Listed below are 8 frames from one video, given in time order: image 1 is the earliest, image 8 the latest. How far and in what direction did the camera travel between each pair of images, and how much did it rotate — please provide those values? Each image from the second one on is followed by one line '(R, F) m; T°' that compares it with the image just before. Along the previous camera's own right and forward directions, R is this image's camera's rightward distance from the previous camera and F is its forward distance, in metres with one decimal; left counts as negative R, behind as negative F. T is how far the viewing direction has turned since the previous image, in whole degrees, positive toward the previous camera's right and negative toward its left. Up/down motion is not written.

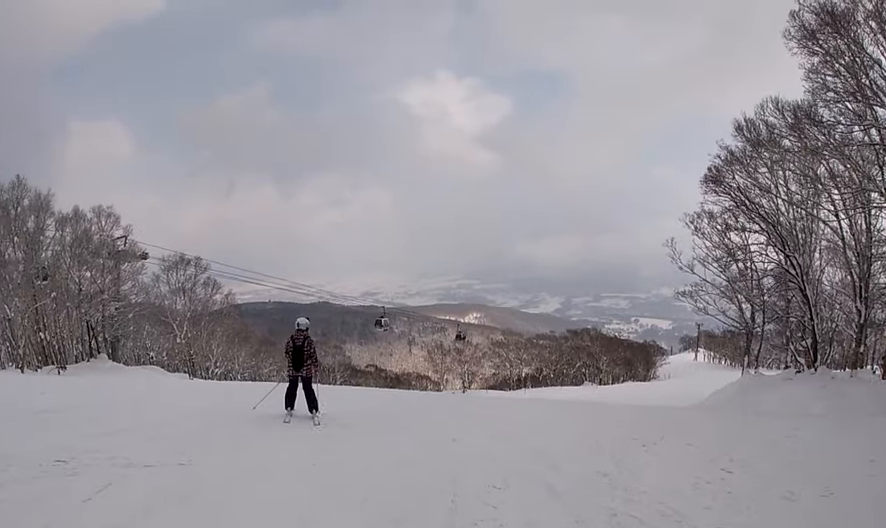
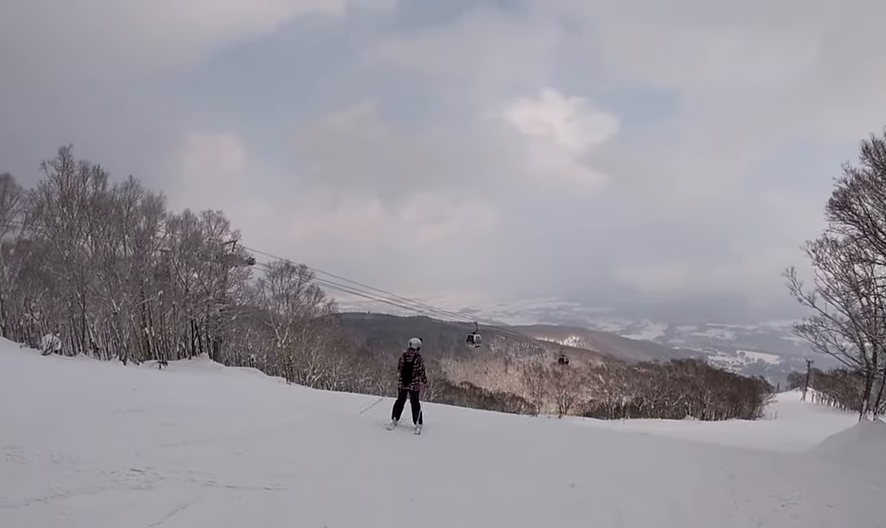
(+0.1, +0.7) m; -12°
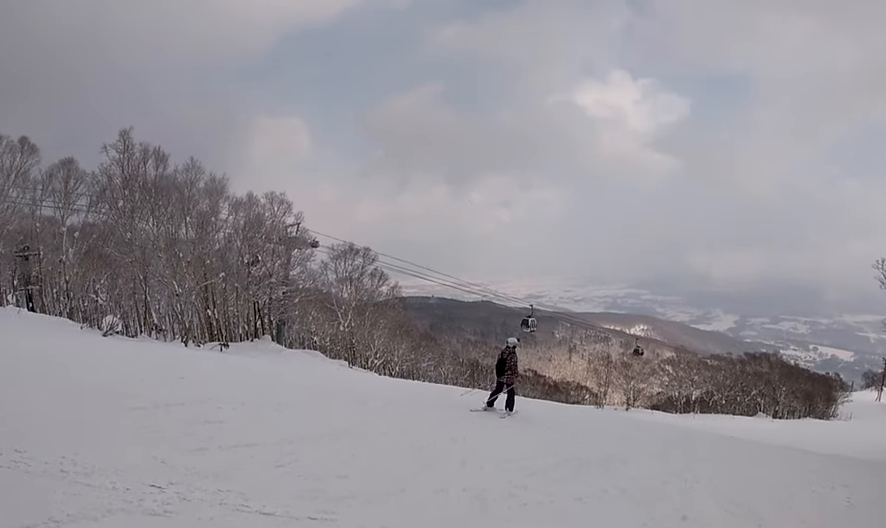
(-0.4, +1.4) m; -2°
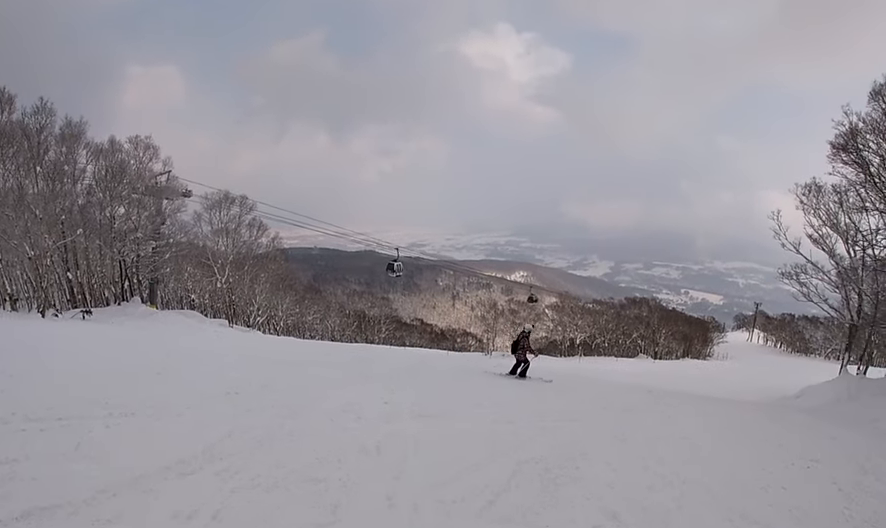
(+0.3, +2.1) m; +12°
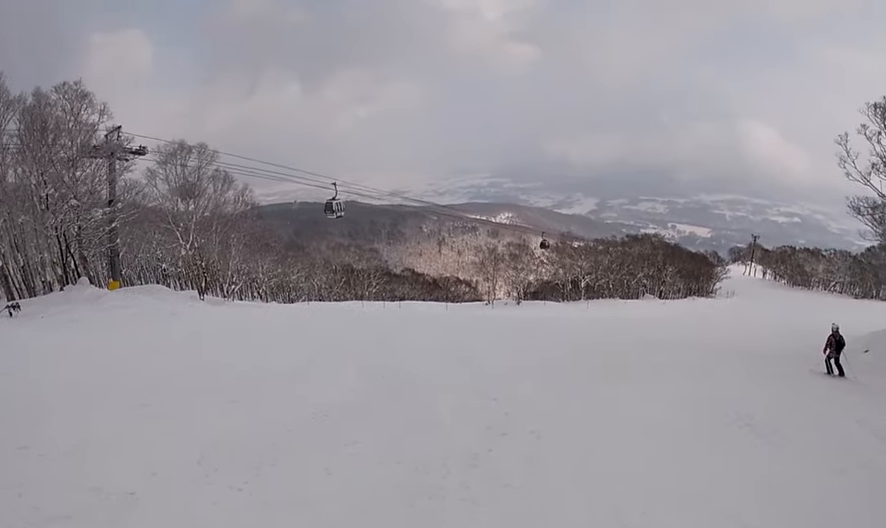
(-0.7, +5.4) m; +9°
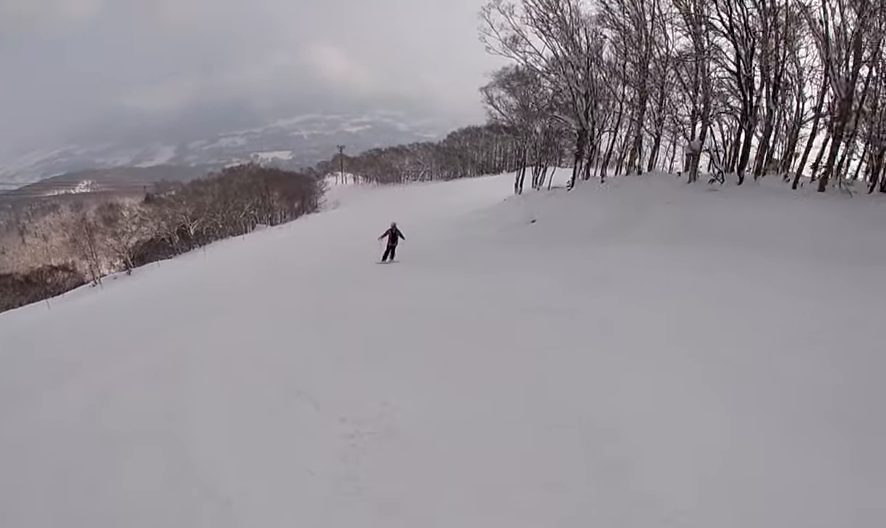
(+2.1, +6.3) m; +37°
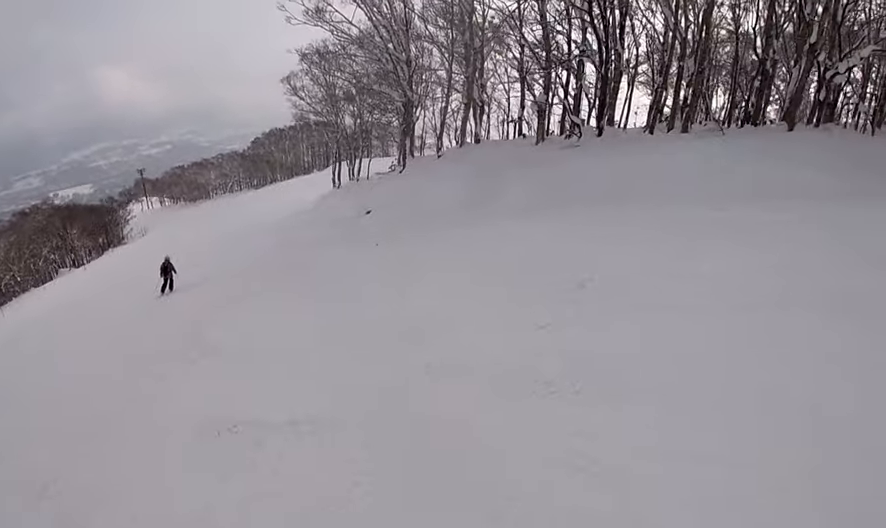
(+1.0, +3.4) m; +15°
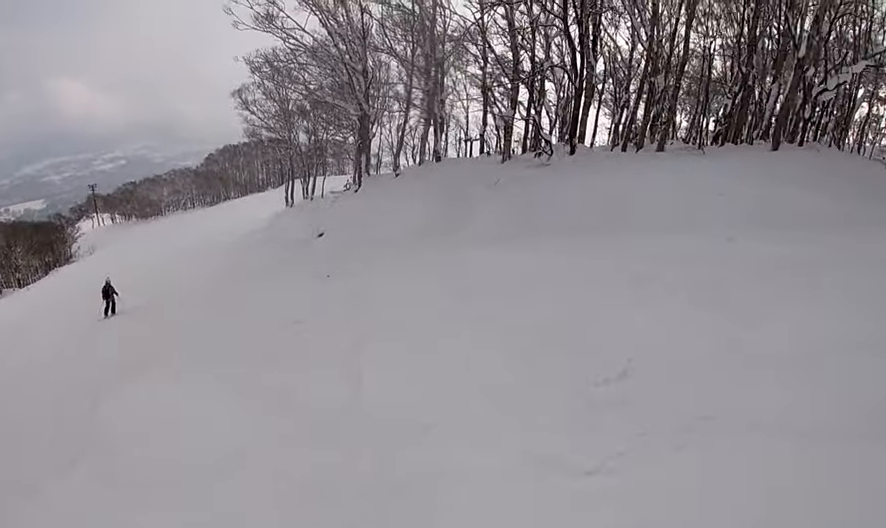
(+0.3, +1.8) m; +6°
